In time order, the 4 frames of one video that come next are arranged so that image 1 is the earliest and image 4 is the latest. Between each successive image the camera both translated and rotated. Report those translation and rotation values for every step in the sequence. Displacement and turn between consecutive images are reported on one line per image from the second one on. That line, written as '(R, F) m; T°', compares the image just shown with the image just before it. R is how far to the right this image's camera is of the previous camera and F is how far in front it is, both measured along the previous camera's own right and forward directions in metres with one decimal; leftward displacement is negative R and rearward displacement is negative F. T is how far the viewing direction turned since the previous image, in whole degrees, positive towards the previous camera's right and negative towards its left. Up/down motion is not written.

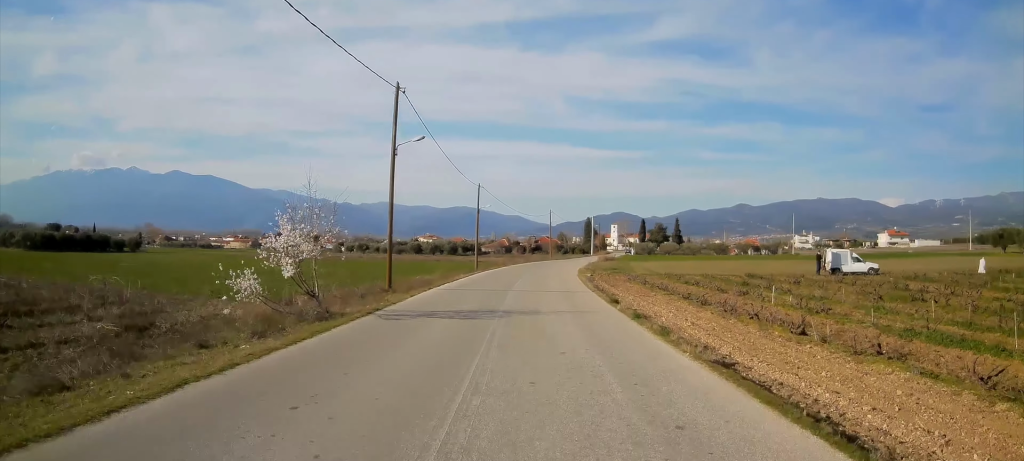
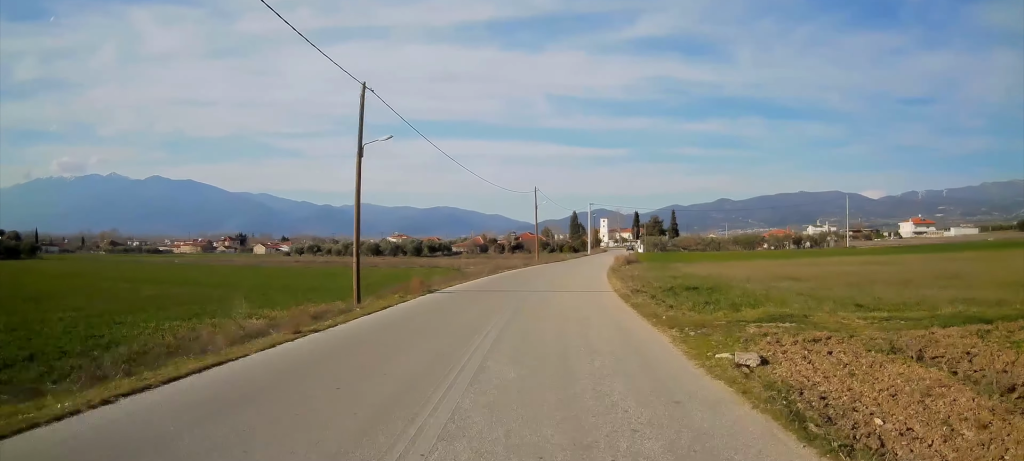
(+0.3, +32.9) m; +1°
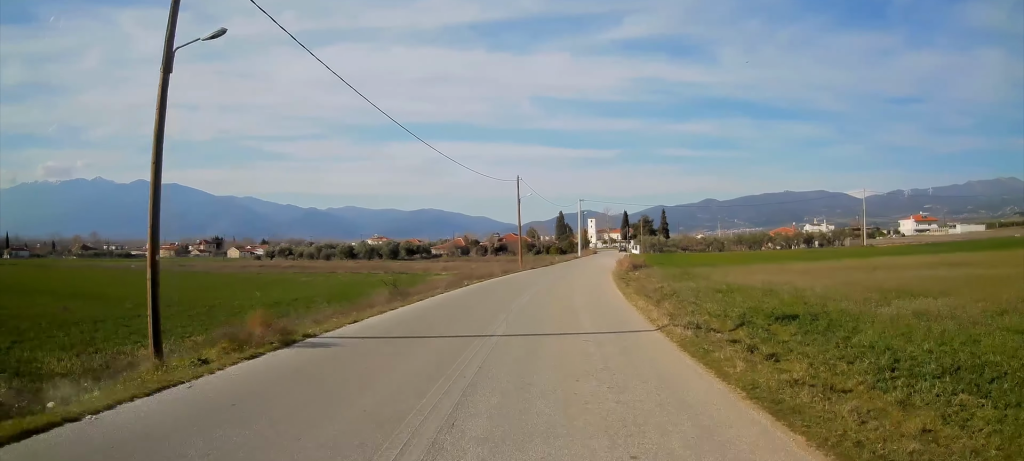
(+0.2, +10.9) m; +1°
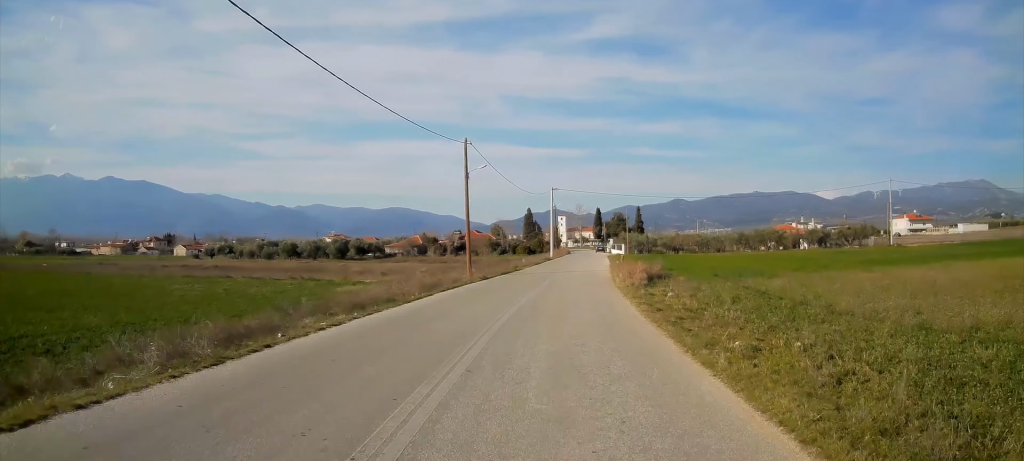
(+0.4, +17.0) m; +3°
